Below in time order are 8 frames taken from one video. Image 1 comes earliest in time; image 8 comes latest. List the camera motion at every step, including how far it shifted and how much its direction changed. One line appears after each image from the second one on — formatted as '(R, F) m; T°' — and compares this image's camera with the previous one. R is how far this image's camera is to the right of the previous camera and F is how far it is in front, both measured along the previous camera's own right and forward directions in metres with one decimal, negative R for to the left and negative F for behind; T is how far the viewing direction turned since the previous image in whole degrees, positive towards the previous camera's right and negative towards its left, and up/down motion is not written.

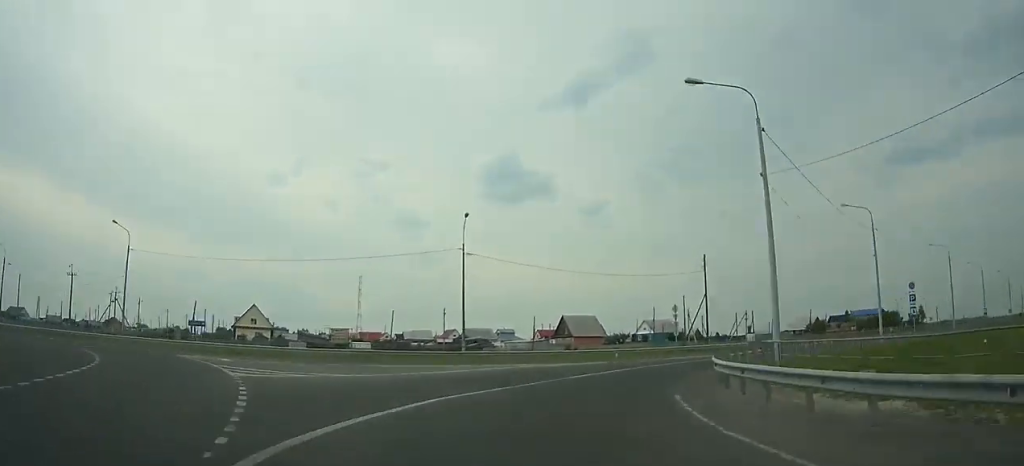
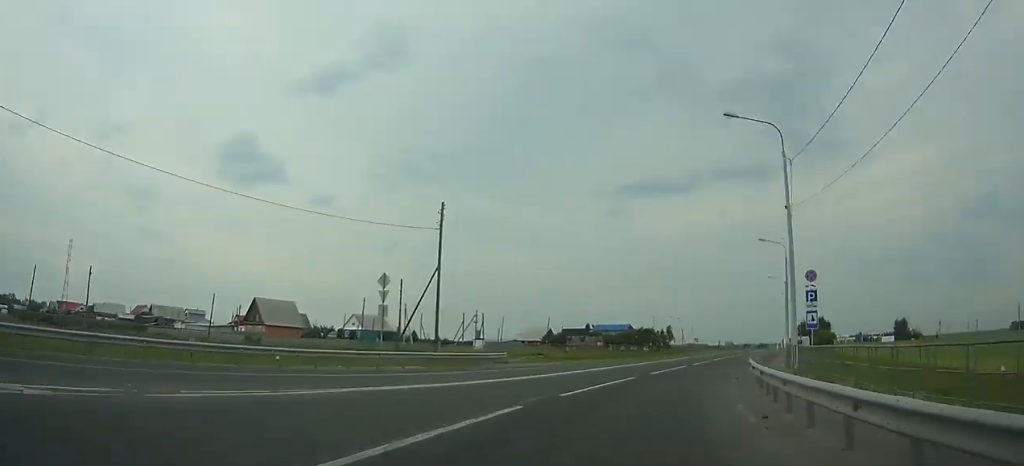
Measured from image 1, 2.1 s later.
(-0.3, +27.8) m; +10°
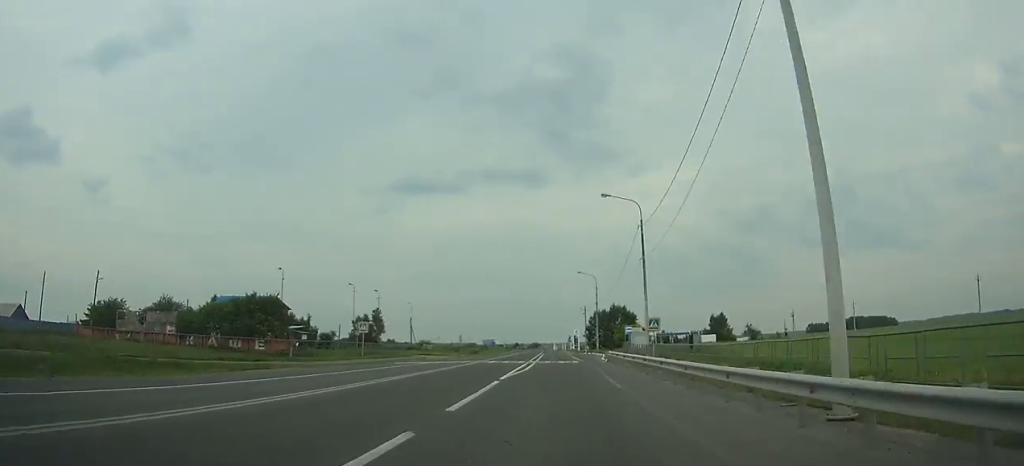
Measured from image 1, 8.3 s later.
(+25.0, +91.4) m; +19°
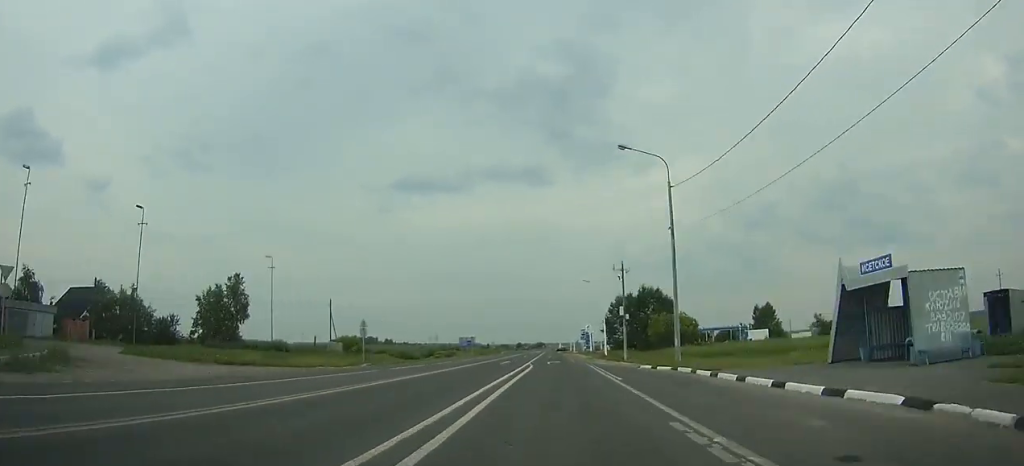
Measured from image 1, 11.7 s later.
(-0.3, +54.5) m; 0°
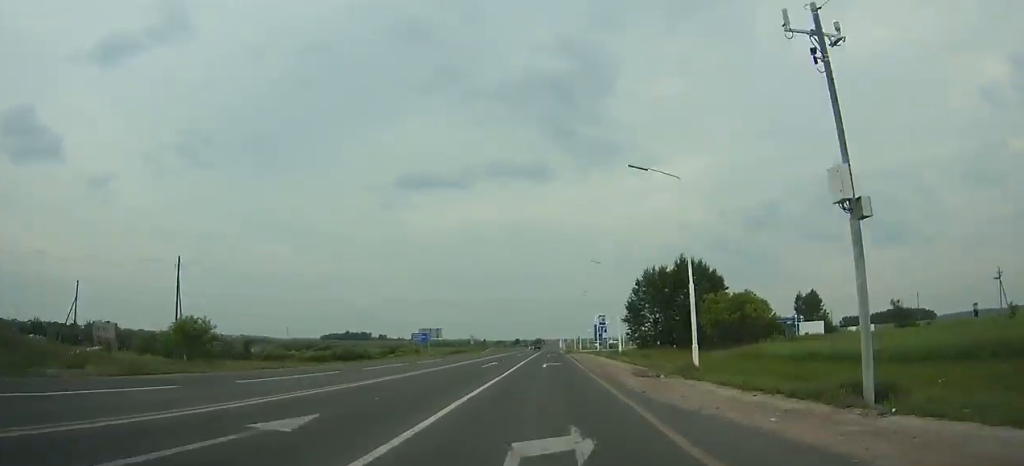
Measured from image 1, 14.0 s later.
(-0.1, +35.8) m; 0°
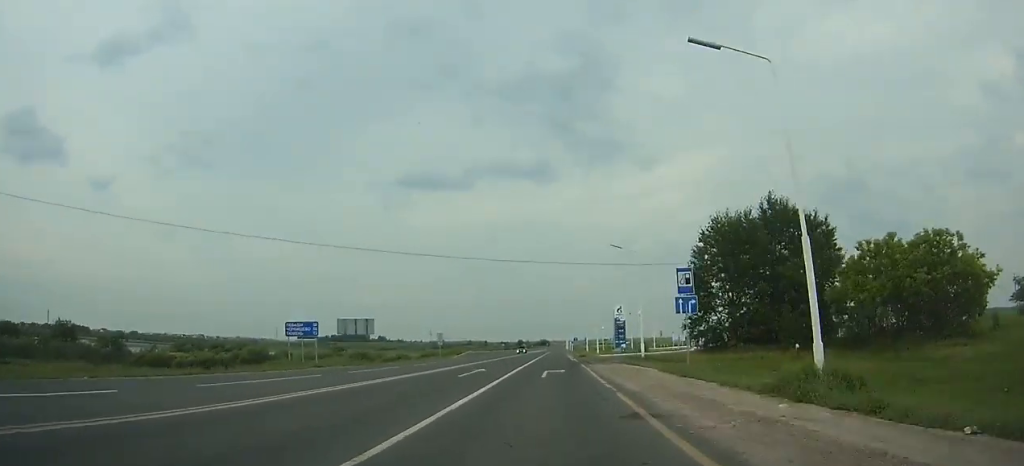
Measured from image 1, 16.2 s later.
(0.0, +31.6) m; +2°
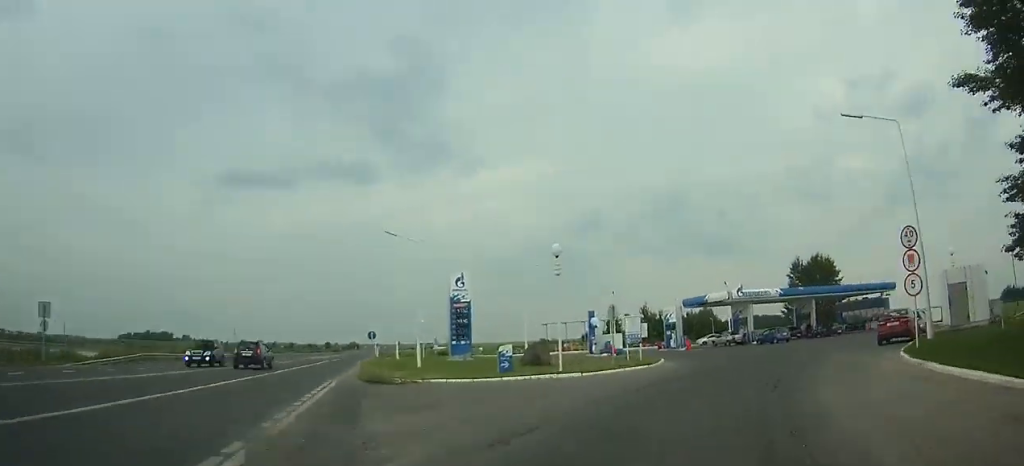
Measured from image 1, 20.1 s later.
(+4.1, +47.4) m; +22°
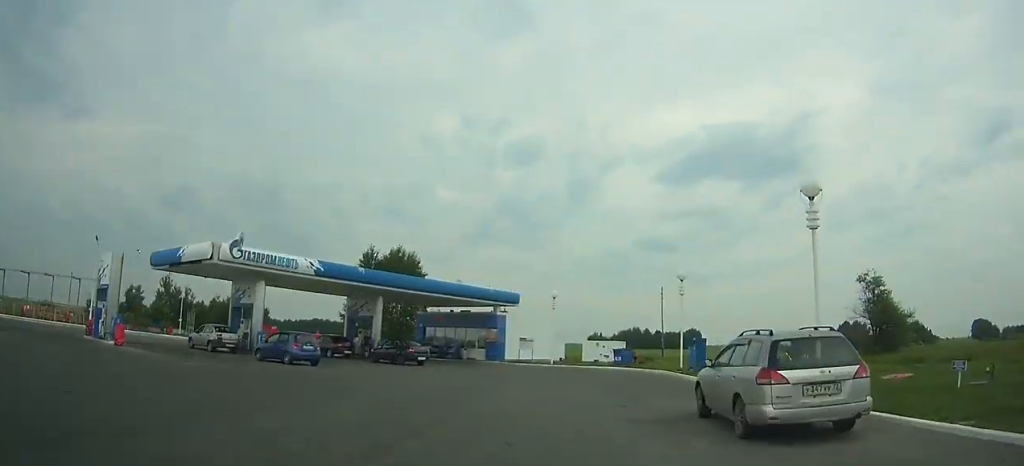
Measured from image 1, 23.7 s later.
(+10.7, +27.2) m; +33°
